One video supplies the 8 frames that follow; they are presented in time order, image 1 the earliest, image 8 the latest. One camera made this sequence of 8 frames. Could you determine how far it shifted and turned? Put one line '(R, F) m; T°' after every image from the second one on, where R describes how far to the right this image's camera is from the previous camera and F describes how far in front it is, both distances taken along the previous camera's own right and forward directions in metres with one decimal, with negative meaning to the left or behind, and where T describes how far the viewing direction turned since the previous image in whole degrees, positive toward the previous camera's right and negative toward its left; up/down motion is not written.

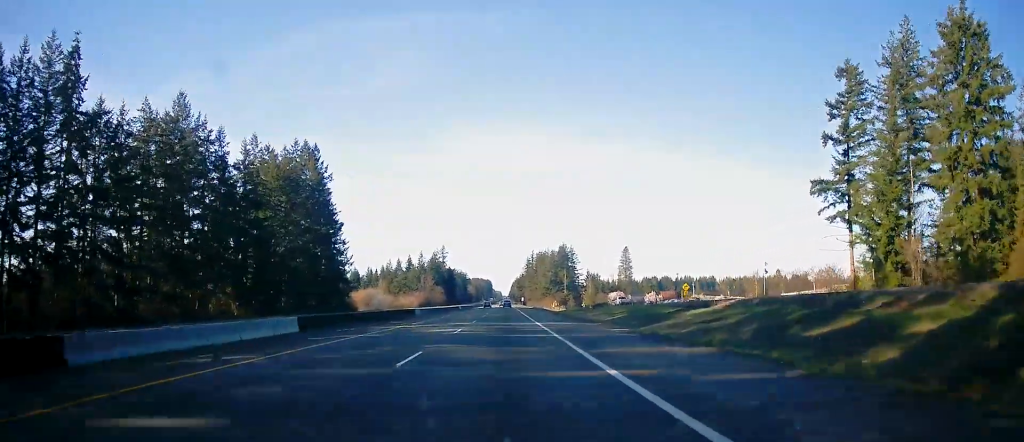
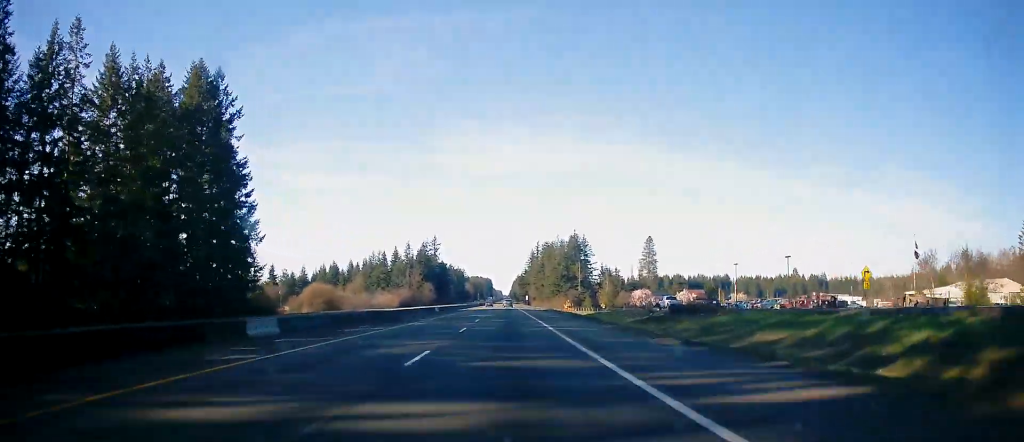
(+0.1, +48.9) m; 0°
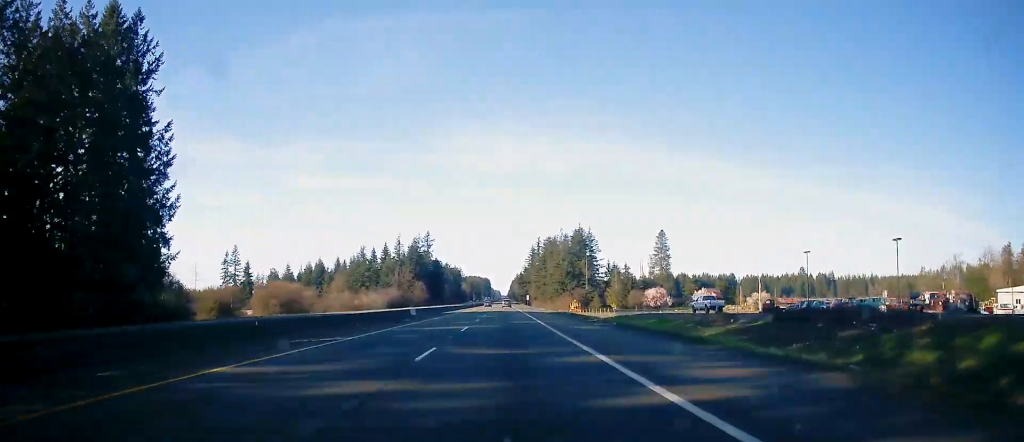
(0.0, +23.3) m; 0°
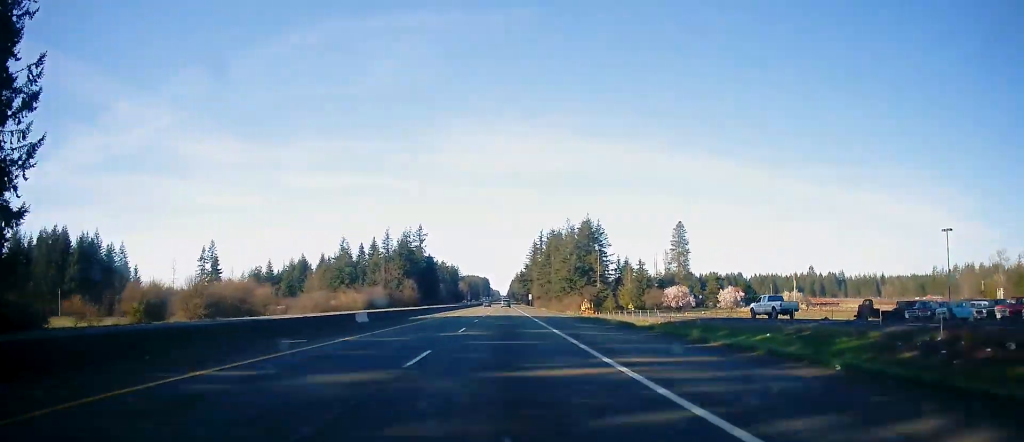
(0.0, +25.5) m; 0°
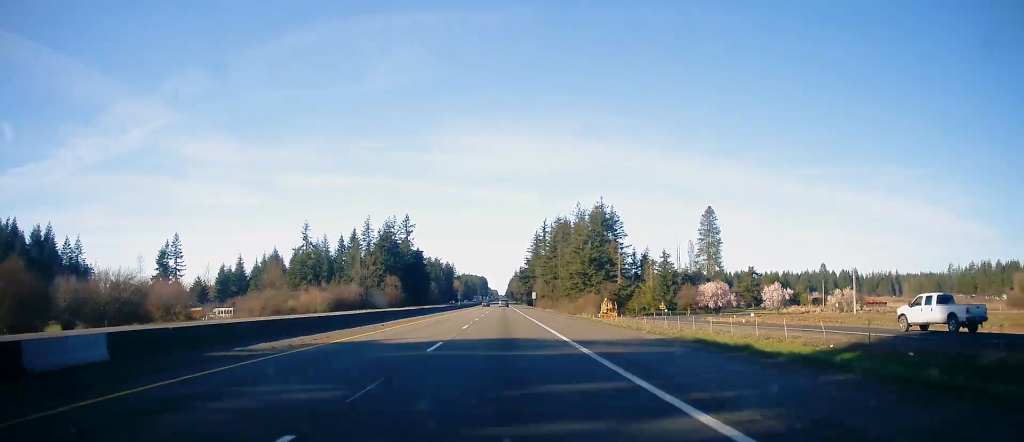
(0.0, +33.3) m; 0°
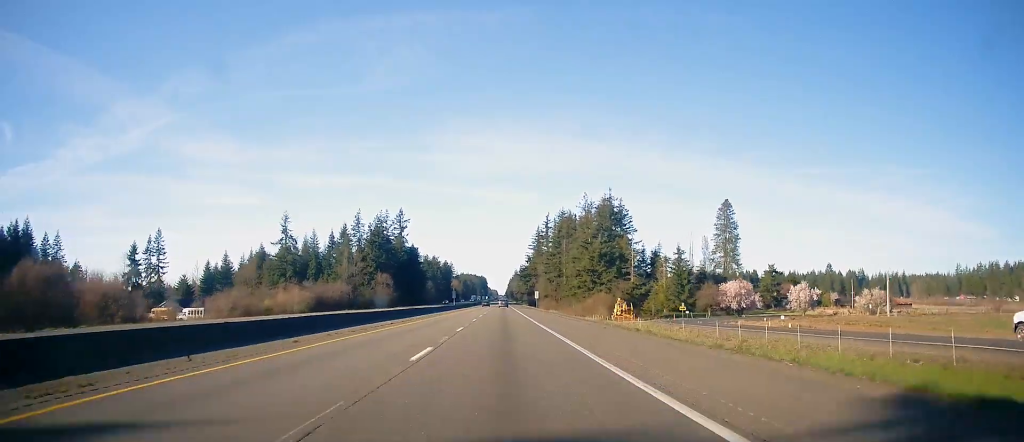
(0.0, +14.4) m; 0°
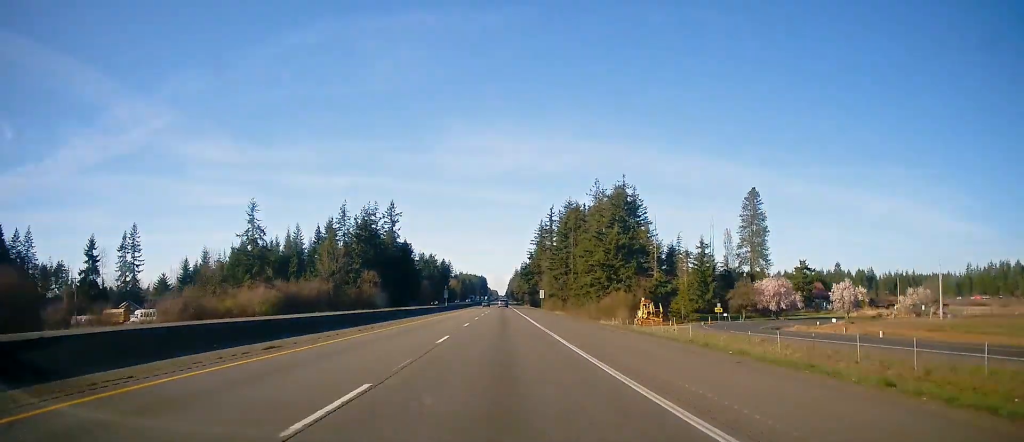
(0.0, +18.8) m; 0°
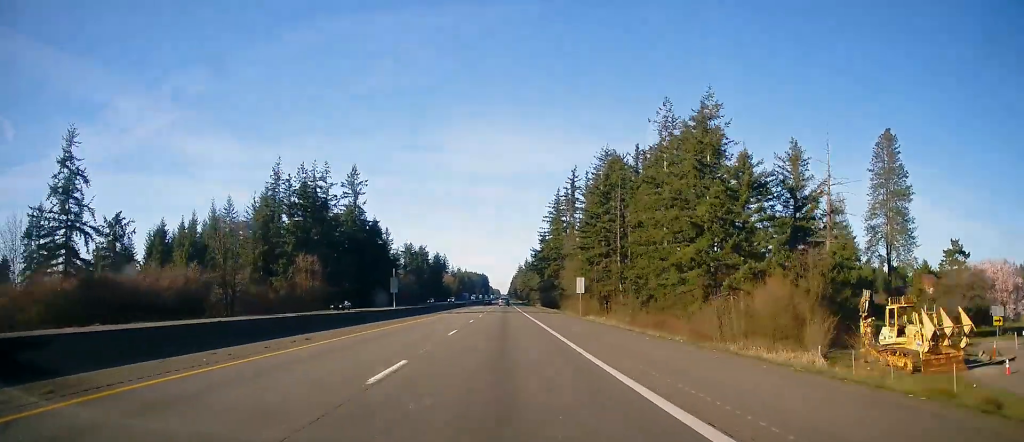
(0.0, +57.4) m; 0°
